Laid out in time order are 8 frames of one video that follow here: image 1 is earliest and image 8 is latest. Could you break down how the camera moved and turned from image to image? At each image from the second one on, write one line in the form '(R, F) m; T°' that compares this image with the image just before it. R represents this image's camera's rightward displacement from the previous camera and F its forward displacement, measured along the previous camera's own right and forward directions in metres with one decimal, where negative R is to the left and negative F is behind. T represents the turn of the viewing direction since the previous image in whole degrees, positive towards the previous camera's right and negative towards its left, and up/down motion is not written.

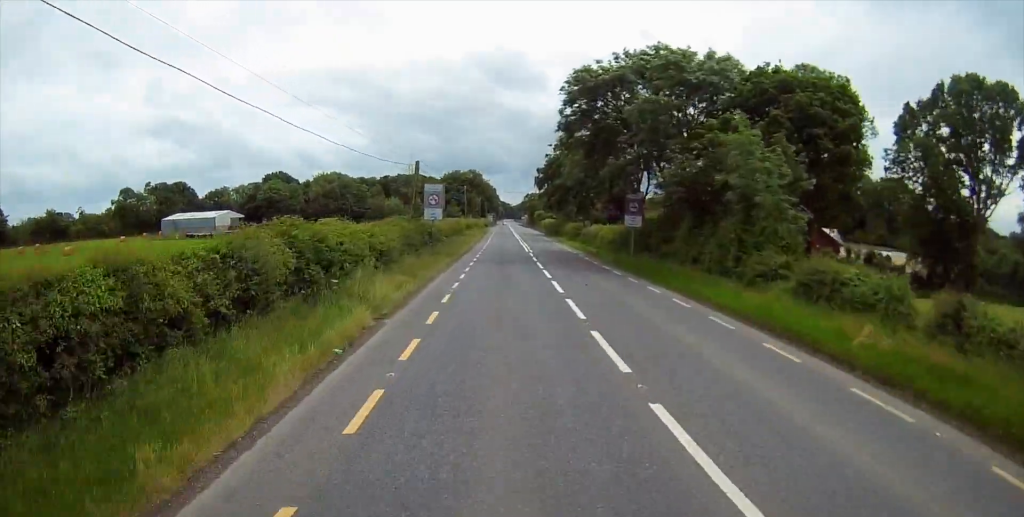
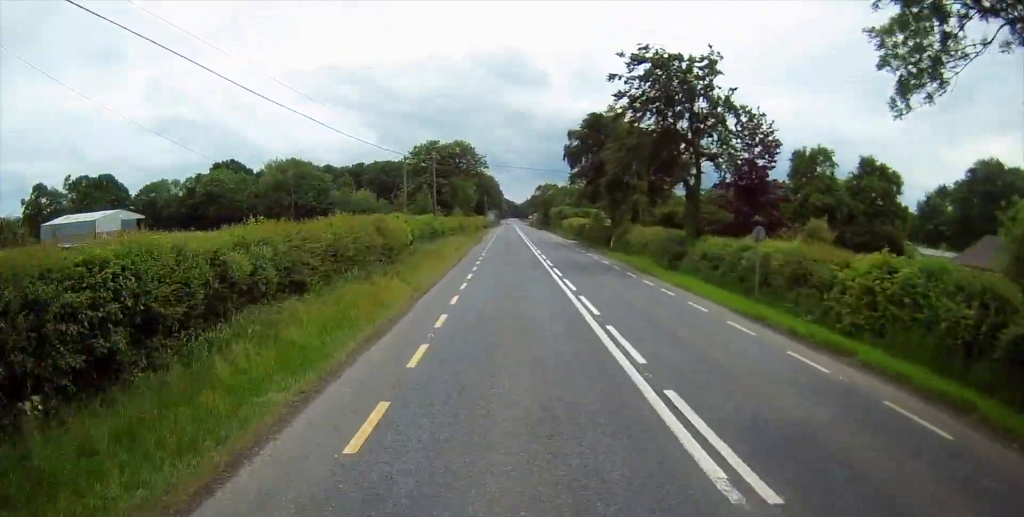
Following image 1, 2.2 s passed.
(+0.2, +45.7) m; 0°
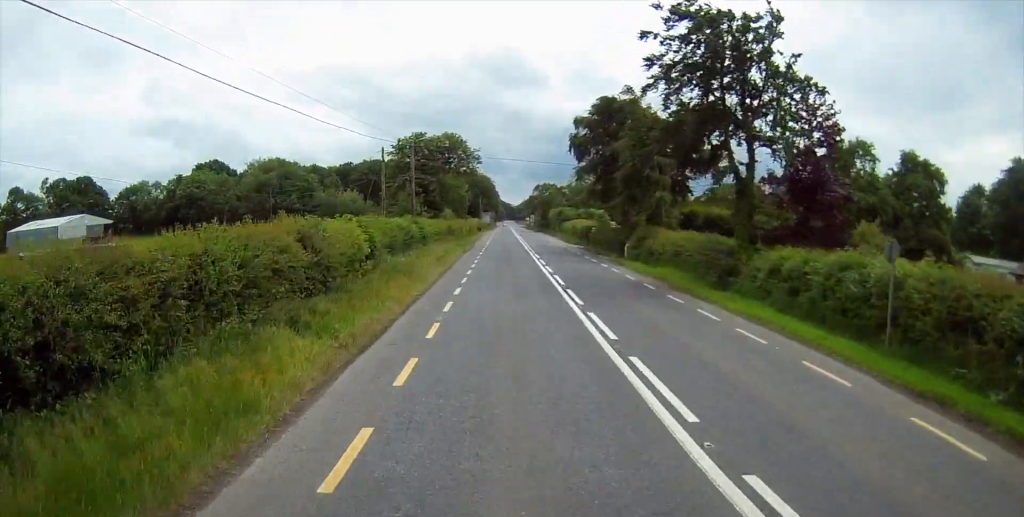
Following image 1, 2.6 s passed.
(0.0, +9.1) m; 0°
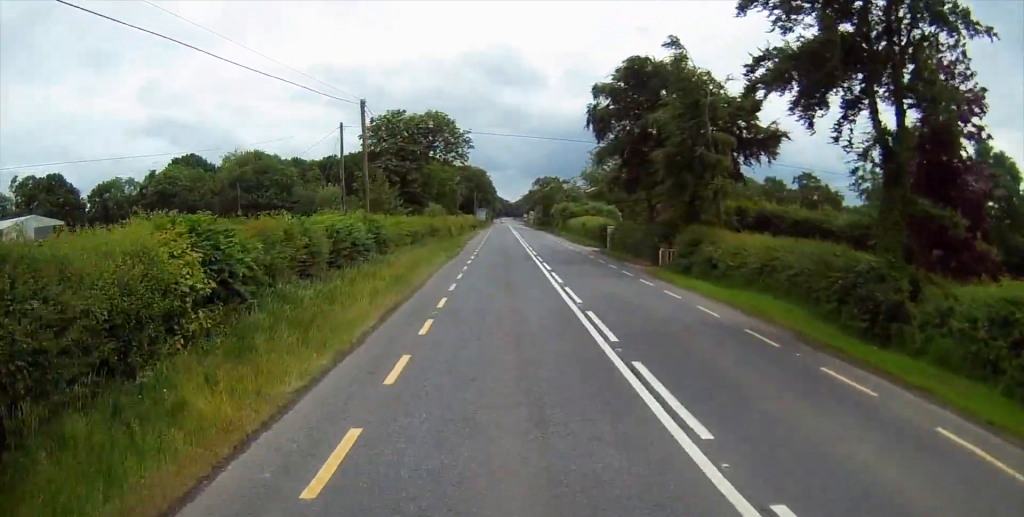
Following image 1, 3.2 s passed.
(+0.1, +12.5) m; 0°
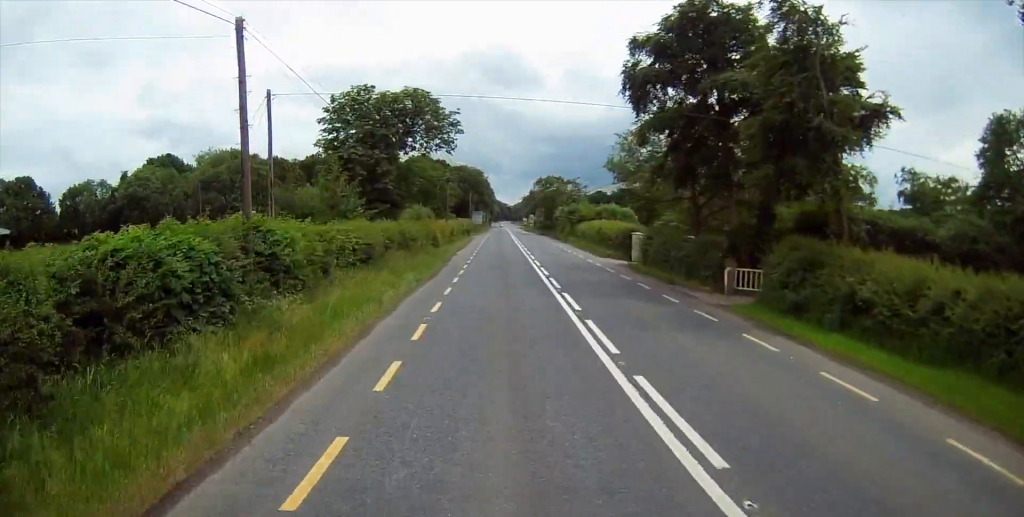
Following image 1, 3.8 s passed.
(0.0, +12.5) m; 0°
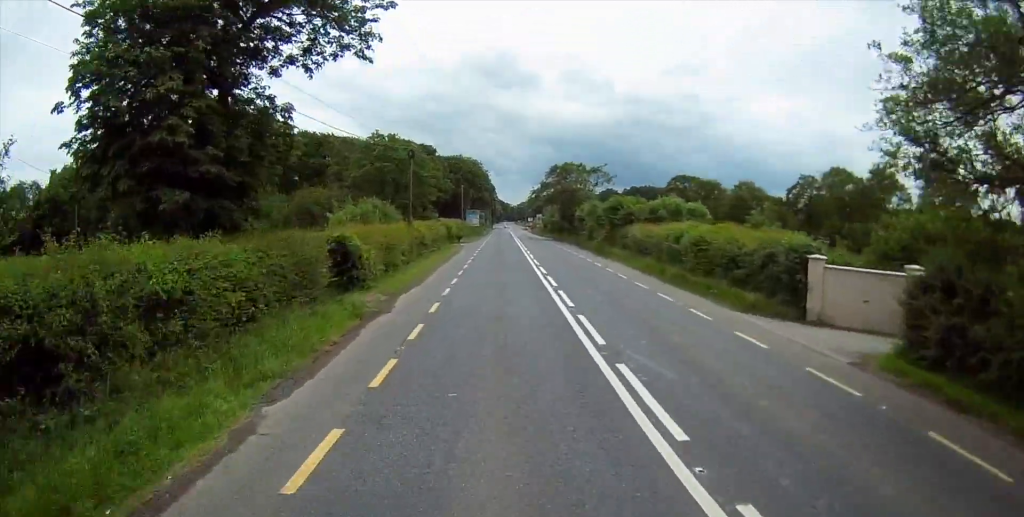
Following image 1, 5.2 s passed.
(0.0, +28.1) m; 0°
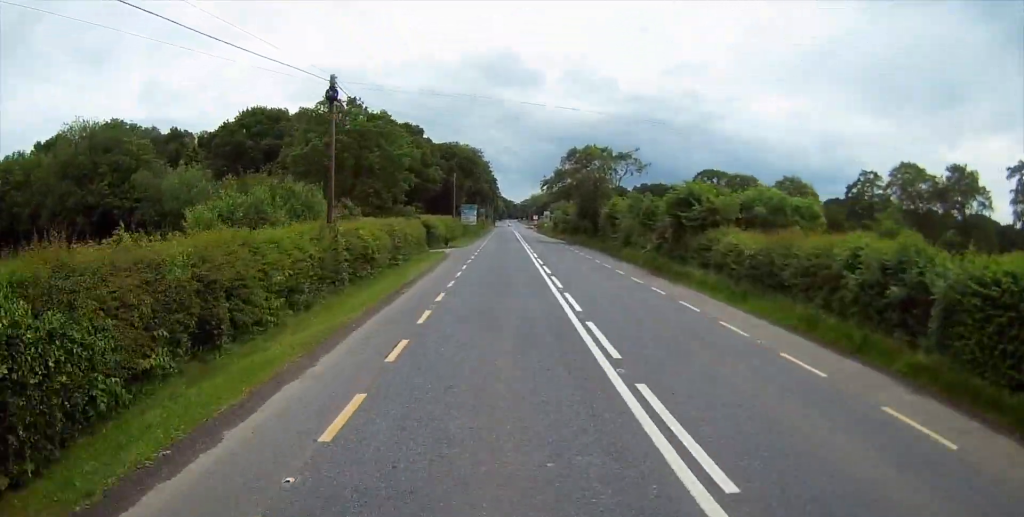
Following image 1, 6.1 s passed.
(0.0, +19.0) m; 0°
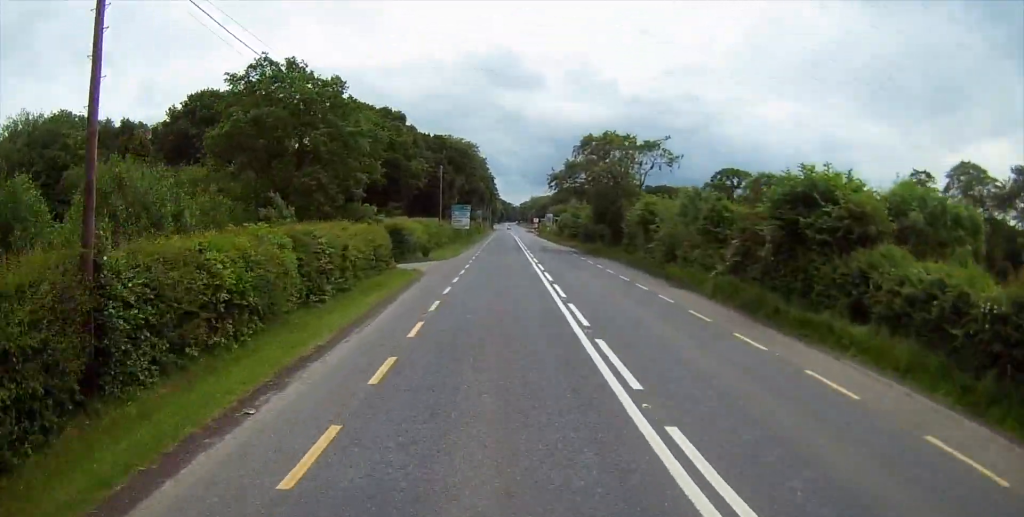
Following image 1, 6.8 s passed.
(0.0, +13.5) m; 0°
